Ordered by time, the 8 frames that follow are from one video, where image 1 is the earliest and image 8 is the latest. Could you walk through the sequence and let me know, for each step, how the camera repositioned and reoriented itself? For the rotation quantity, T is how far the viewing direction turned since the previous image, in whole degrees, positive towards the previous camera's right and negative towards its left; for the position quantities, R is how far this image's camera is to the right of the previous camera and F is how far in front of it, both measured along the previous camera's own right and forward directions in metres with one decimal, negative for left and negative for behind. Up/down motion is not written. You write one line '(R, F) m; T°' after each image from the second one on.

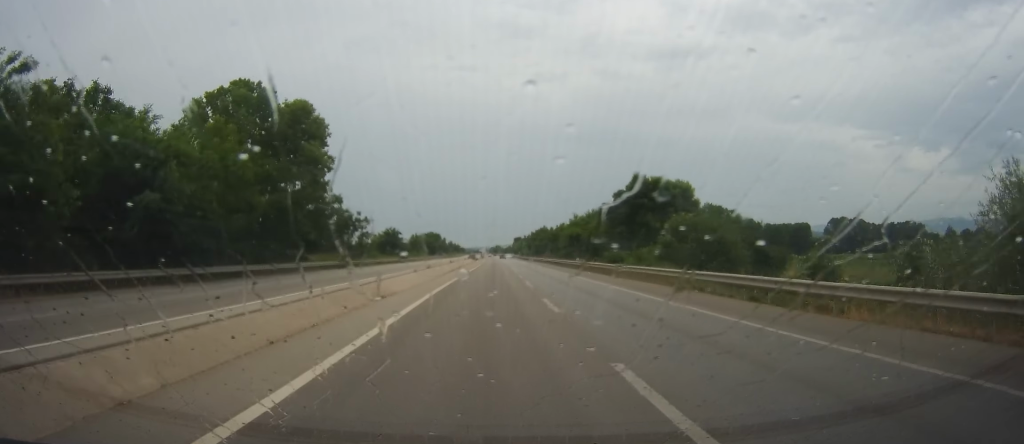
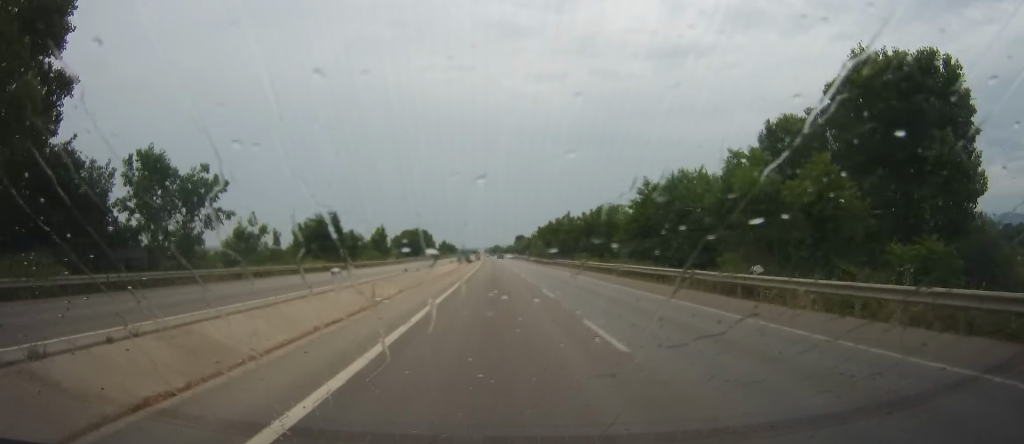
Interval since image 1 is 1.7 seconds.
(-0.1, +55.6) m; 0°
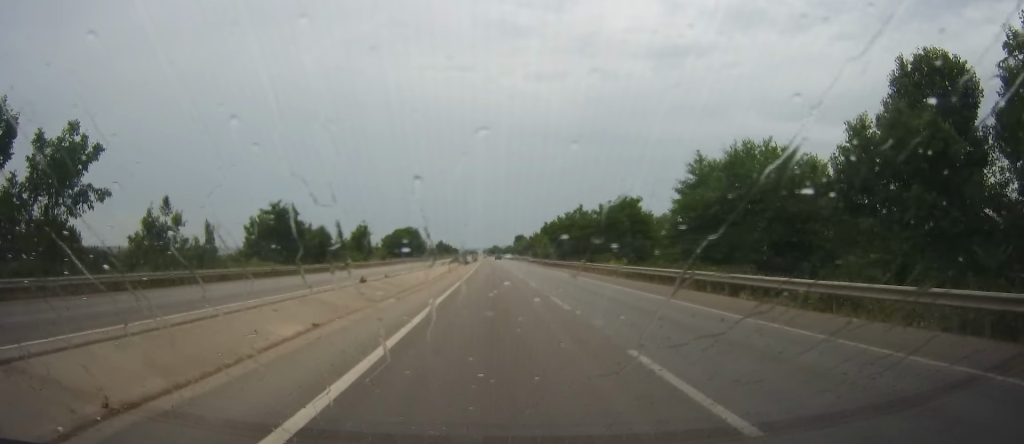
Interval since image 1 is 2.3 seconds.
(+0.3, +17.0) m; 0°
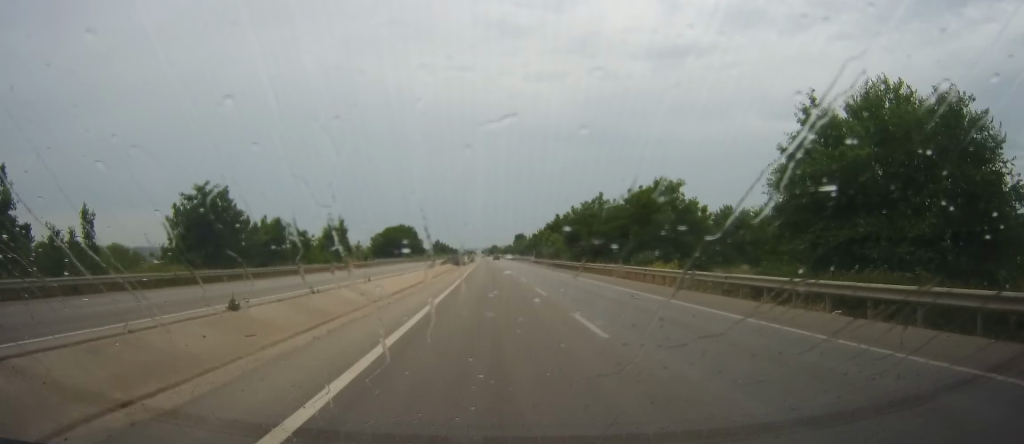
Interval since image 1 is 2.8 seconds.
(-0.2, +18.0) m; 0°
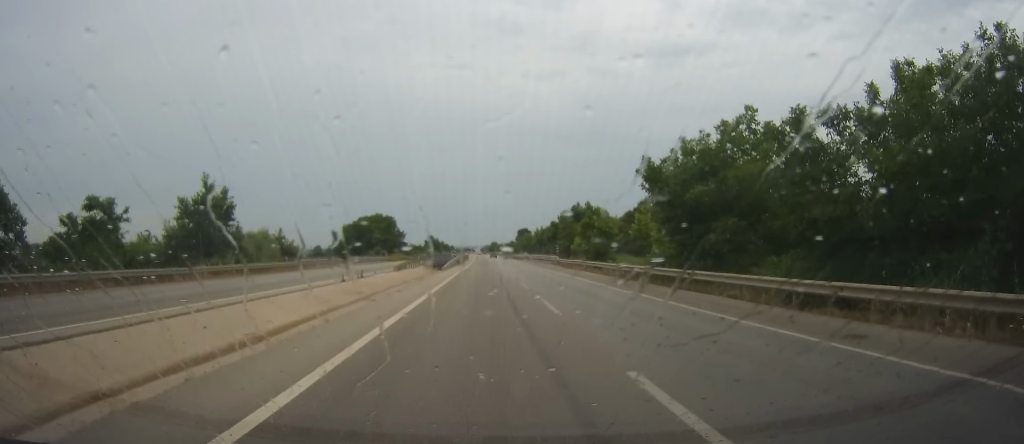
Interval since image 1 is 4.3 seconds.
(-0.4, +45.5) m; +1°
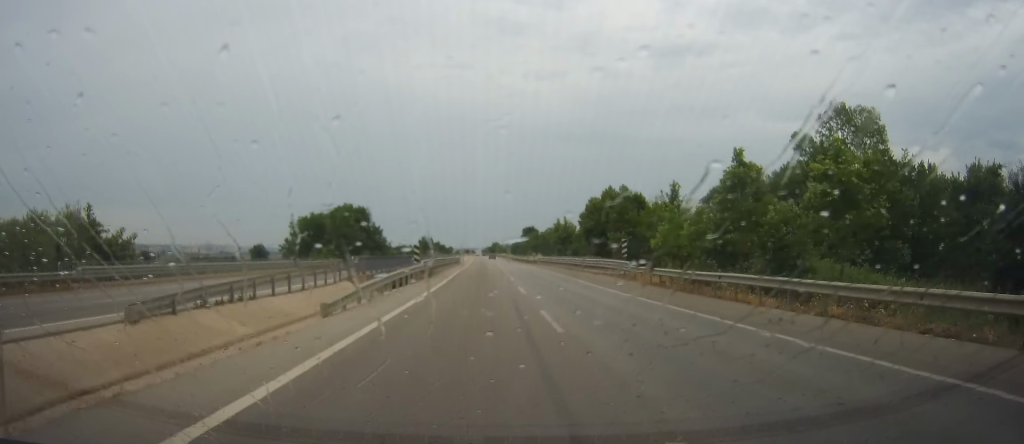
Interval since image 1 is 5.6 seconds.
(+0.5, +40.6) m; 0°
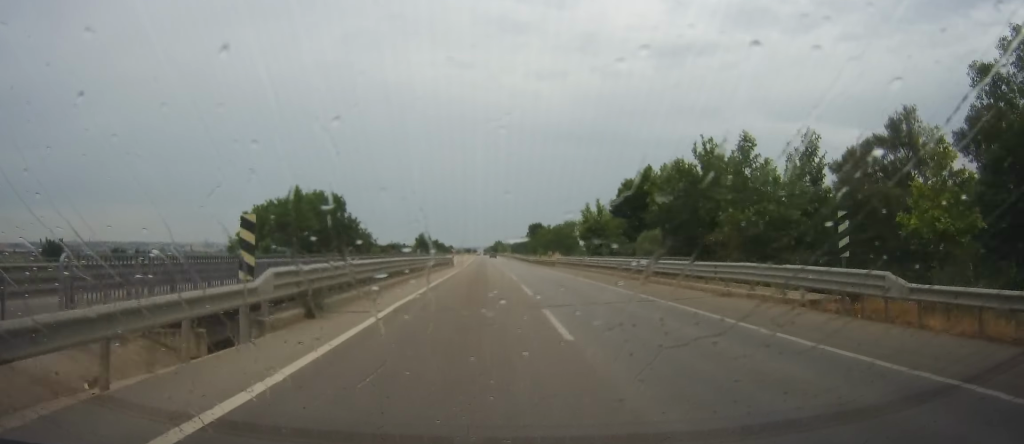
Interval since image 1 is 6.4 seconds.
(-0.5, +26.3) m; 0°
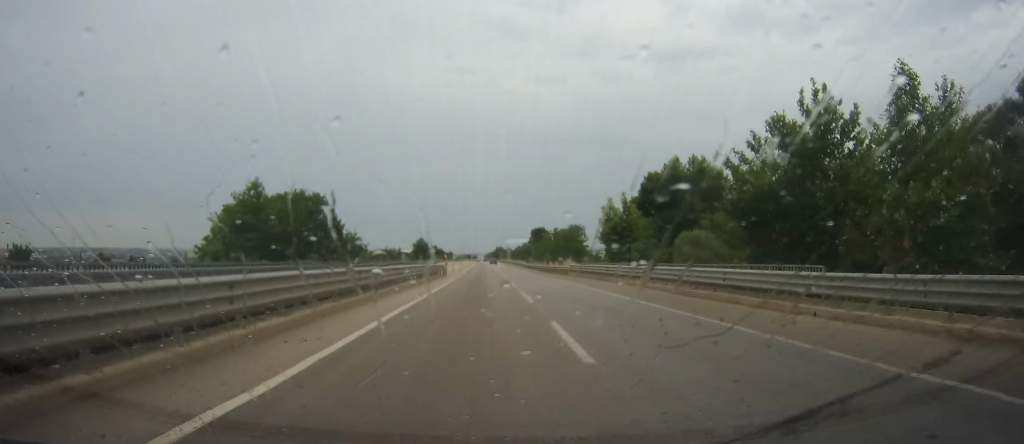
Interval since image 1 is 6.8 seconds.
(+0.2, +12.6) m; +1°
